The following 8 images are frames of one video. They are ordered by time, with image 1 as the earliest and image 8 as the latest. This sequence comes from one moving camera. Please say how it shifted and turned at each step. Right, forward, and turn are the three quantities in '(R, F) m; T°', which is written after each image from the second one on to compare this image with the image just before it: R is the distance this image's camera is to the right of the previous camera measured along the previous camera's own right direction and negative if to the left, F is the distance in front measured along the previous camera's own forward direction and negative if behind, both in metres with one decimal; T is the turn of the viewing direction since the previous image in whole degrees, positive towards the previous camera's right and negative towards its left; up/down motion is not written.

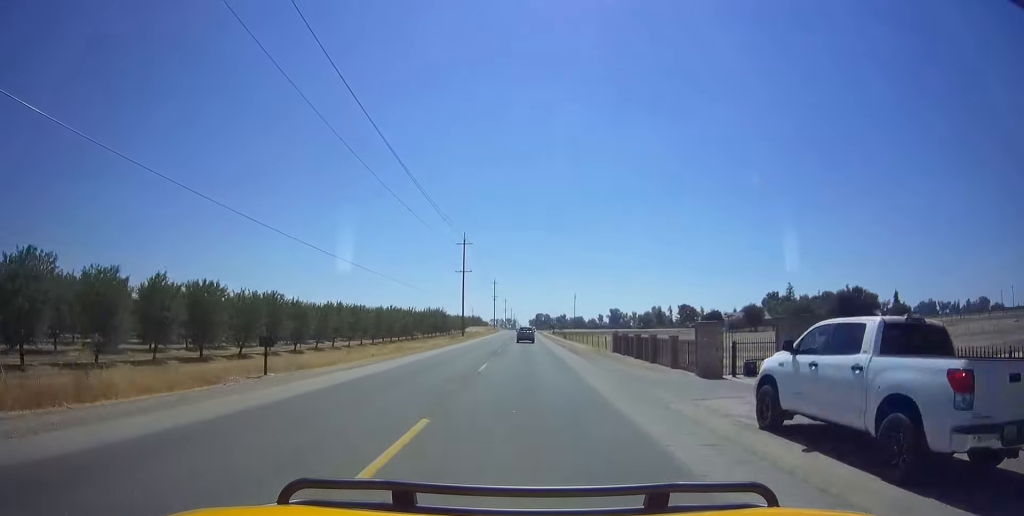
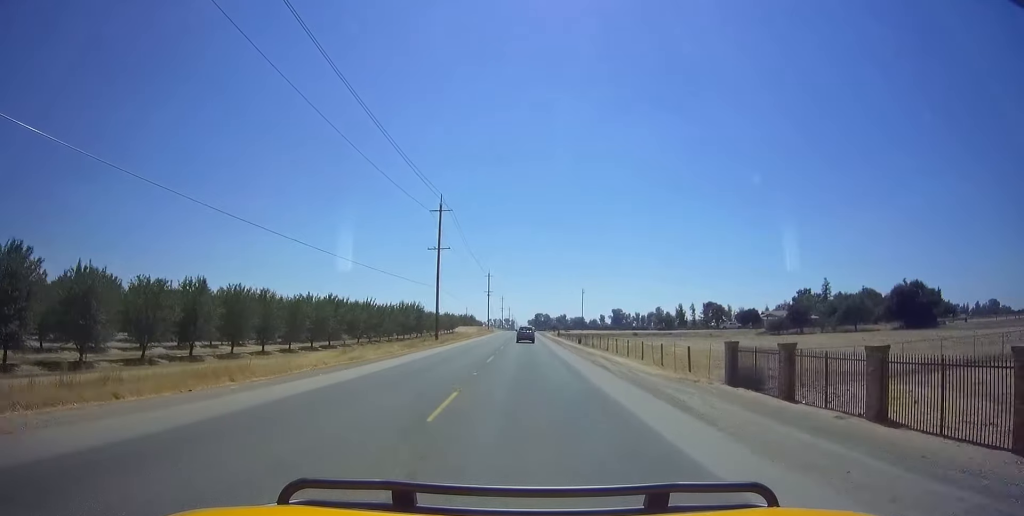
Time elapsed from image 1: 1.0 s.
(0.0, +25.3) m; 0°
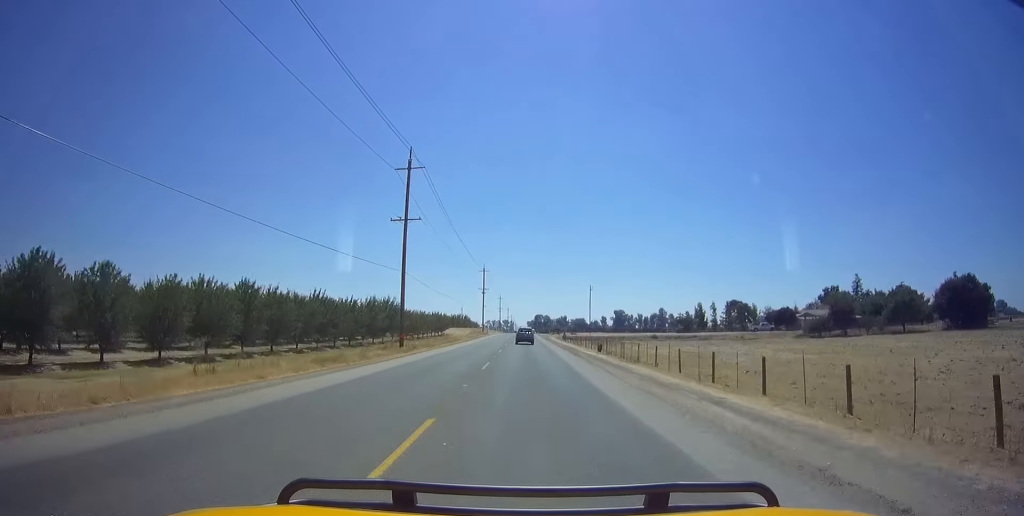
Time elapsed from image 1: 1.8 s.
(0.0, +17.9) m; 0°
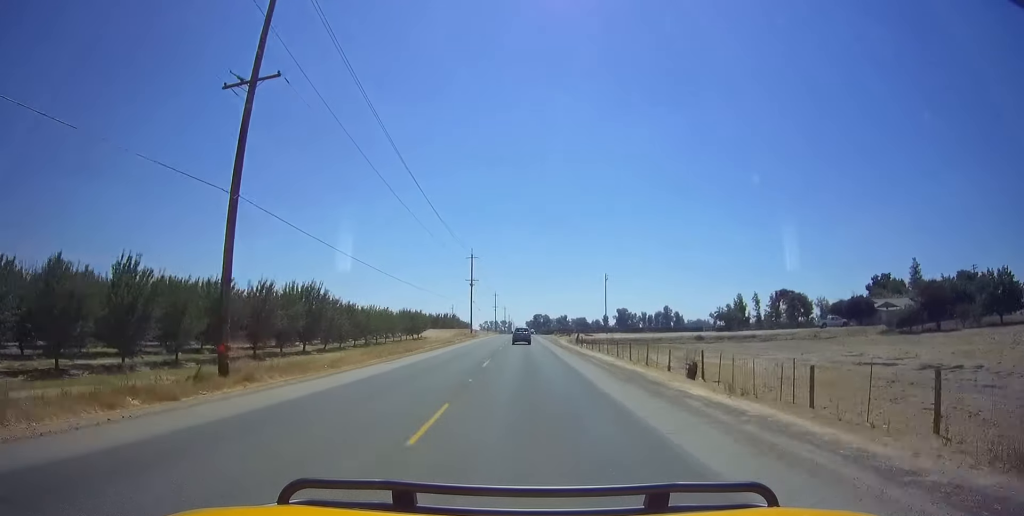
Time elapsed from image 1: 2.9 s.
(0.0, +27.6) m; 0°
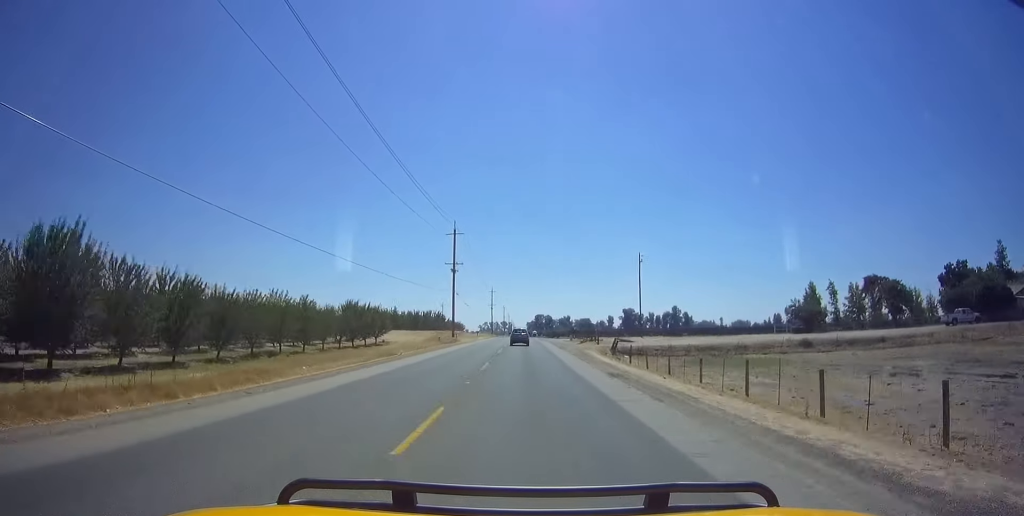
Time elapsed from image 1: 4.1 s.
(0.0, +30.1) m; 0°
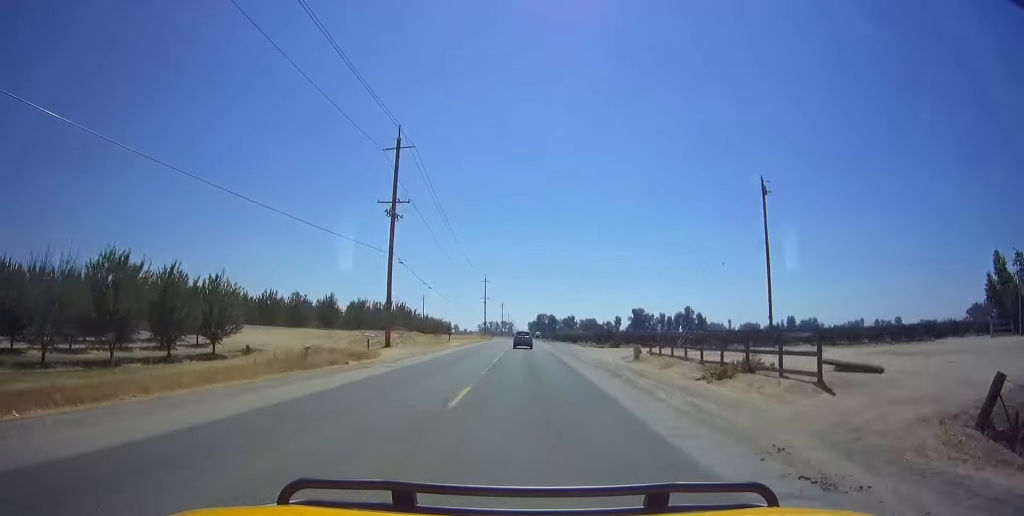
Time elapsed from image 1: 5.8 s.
(-0.5, +39.9) m; -2°
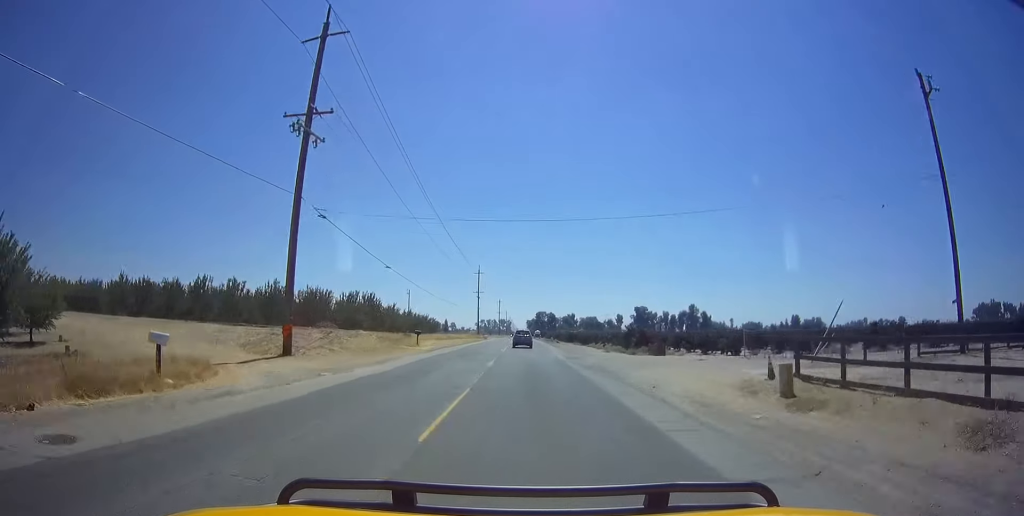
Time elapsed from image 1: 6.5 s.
(-0.4, +17.9) m; 0°
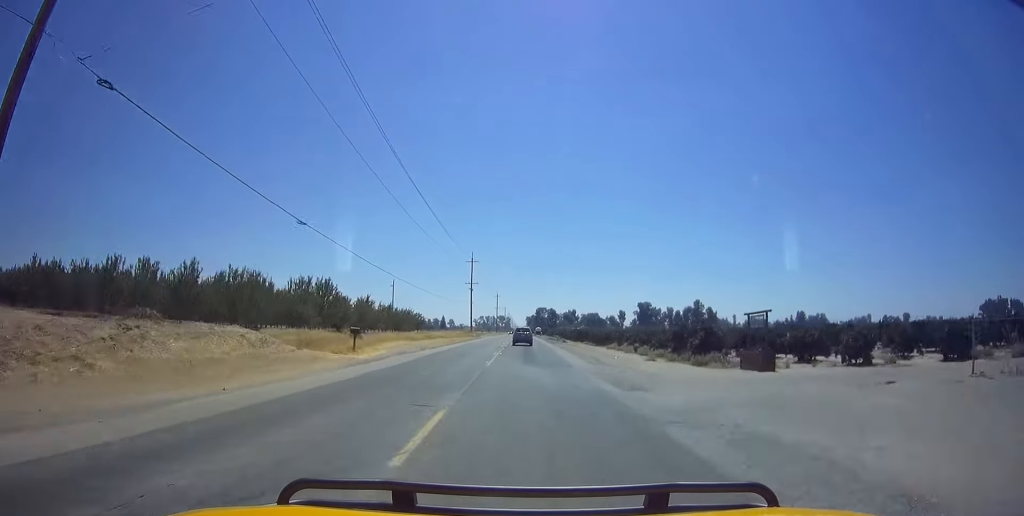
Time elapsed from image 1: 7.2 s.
(+0.4, +16.3) m; +2°
